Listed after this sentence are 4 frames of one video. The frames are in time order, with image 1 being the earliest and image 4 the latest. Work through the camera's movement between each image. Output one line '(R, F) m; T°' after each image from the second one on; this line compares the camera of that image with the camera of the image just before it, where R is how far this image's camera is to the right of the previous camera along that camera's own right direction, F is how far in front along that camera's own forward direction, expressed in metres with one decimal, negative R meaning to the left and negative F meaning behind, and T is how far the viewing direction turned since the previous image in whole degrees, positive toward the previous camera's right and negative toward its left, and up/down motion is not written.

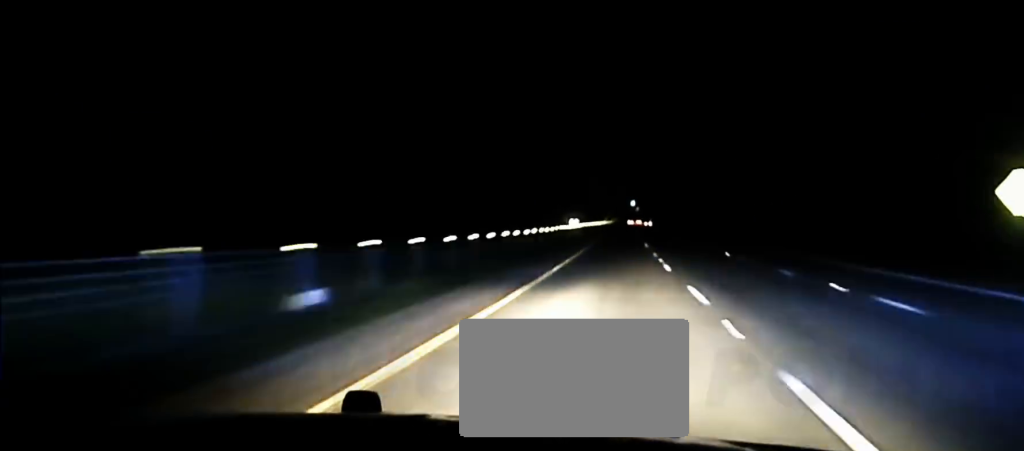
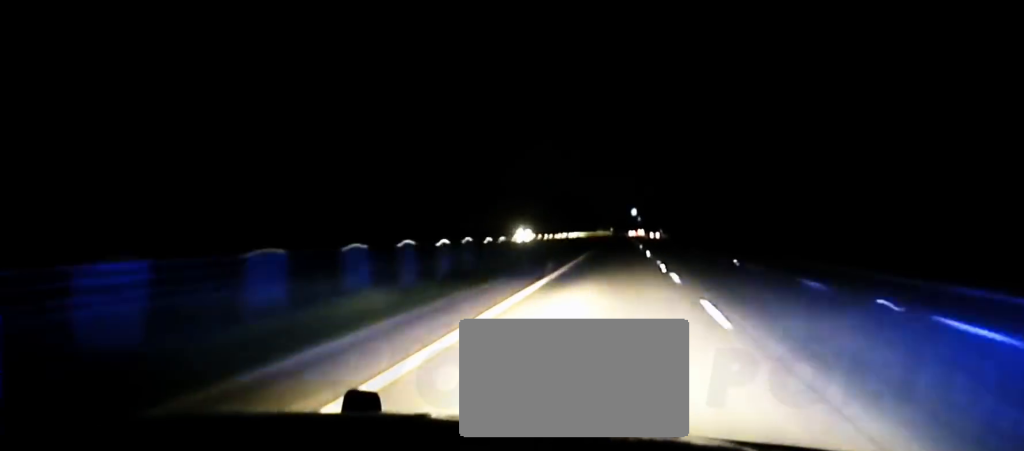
(-0.2, +119.6) m; 0°
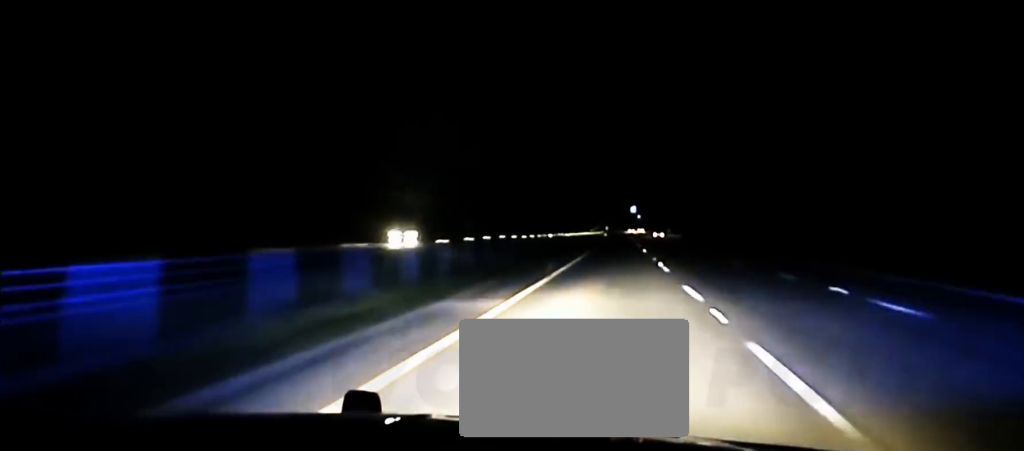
(+0.1, +71.9) m; 0°
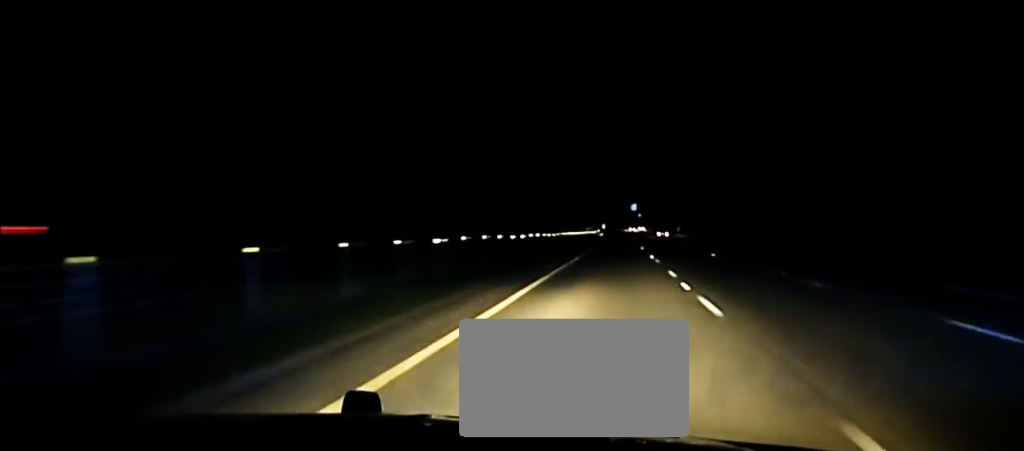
(+0.1, +46.2) m; 0°
